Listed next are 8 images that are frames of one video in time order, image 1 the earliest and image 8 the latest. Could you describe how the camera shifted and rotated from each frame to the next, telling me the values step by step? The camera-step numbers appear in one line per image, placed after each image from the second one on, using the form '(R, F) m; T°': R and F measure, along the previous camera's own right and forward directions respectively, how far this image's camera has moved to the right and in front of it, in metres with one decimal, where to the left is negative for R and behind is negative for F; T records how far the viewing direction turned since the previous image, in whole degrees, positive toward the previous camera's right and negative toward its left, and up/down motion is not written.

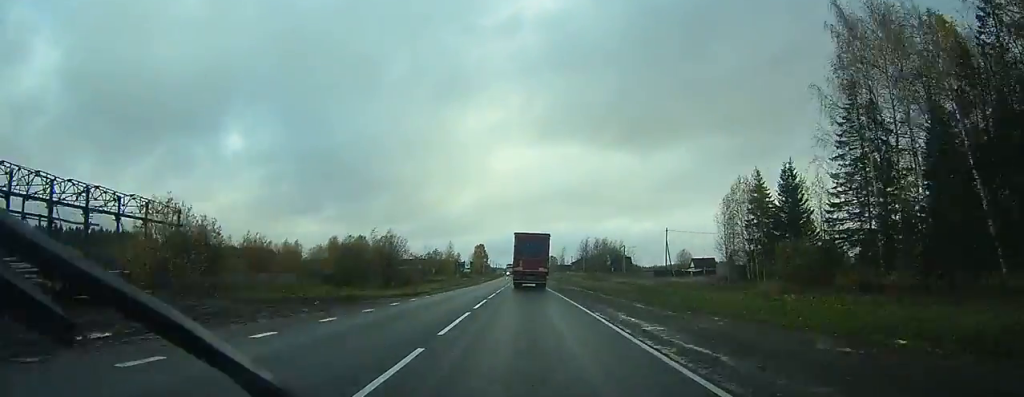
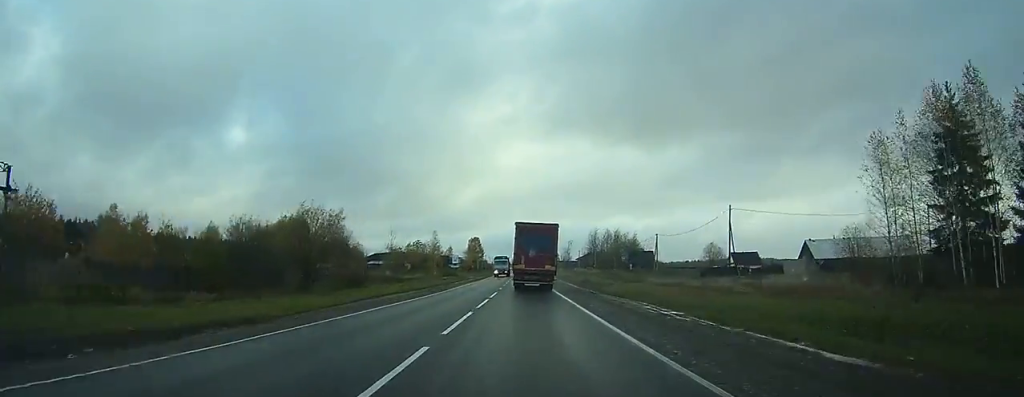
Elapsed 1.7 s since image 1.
(+0.4, +31.6) m; +1°
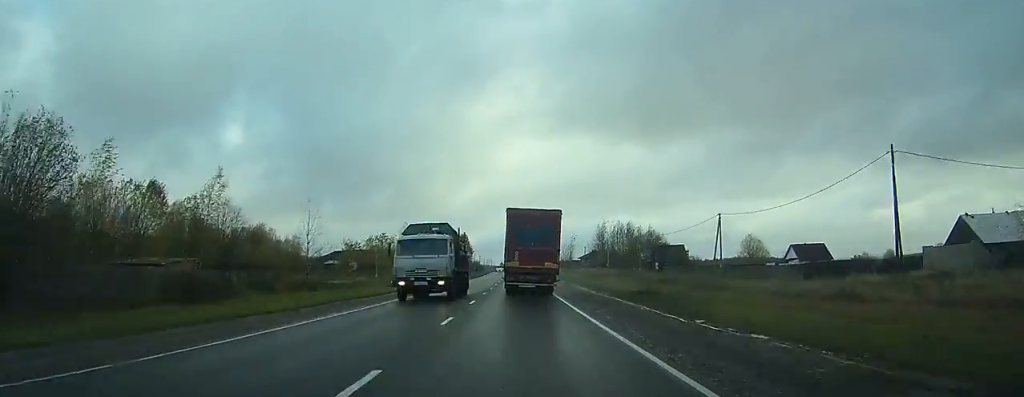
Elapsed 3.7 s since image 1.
(0.0, +33.9) m; 0°
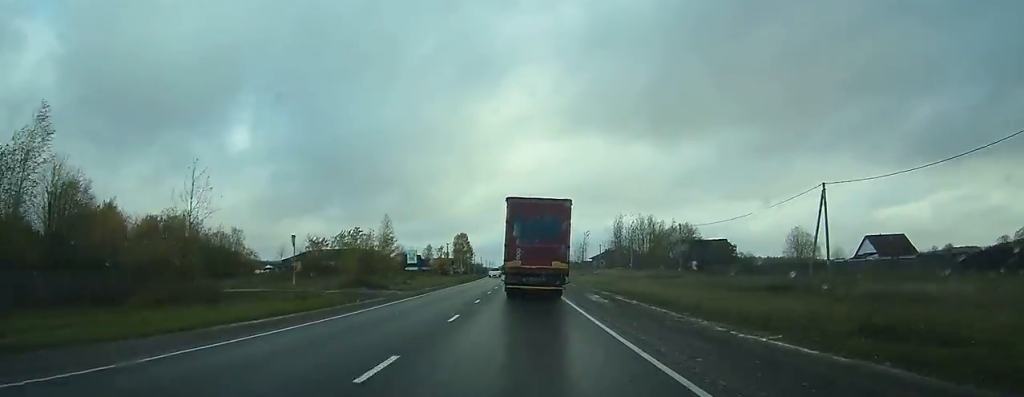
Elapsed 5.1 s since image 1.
(0.0, +21.8) m; 0°
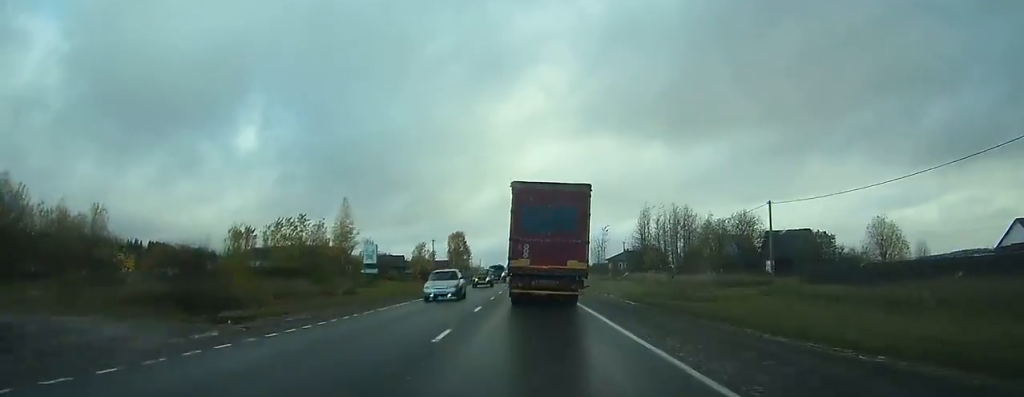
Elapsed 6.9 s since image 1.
(+0.1, +26.1) m; 0°
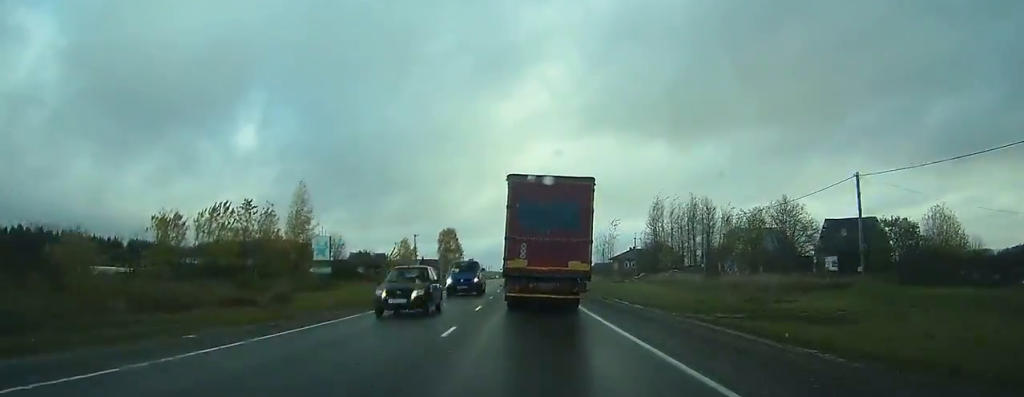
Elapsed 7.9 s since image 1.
(+0.1, +13.8) m; 0°
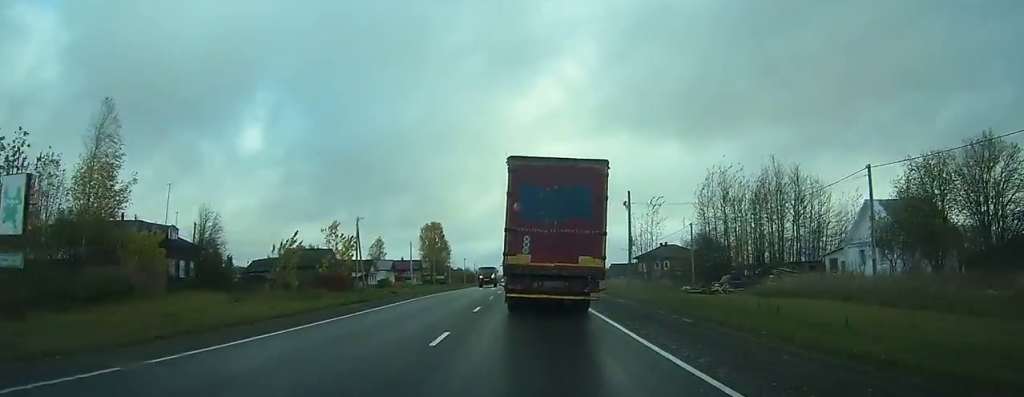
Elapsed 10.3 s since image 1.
(-0.3, +31.3) m; -1°
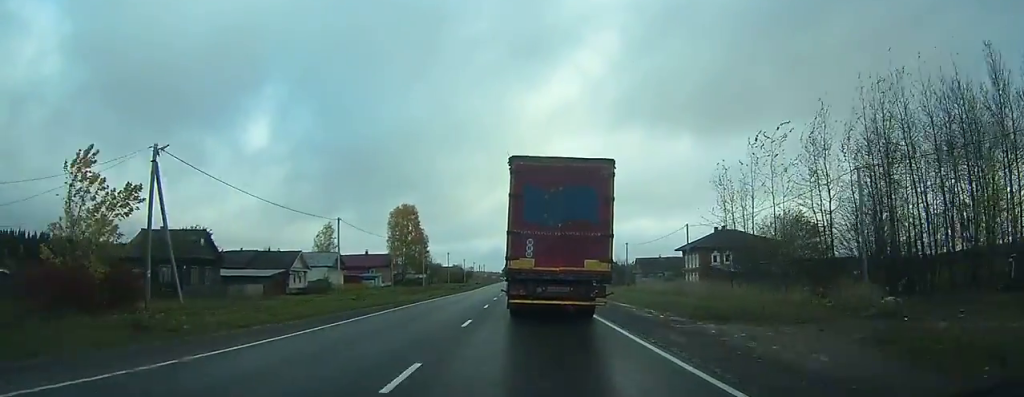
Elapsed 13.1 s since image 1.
(-0.1, +37.0) m; 0°
